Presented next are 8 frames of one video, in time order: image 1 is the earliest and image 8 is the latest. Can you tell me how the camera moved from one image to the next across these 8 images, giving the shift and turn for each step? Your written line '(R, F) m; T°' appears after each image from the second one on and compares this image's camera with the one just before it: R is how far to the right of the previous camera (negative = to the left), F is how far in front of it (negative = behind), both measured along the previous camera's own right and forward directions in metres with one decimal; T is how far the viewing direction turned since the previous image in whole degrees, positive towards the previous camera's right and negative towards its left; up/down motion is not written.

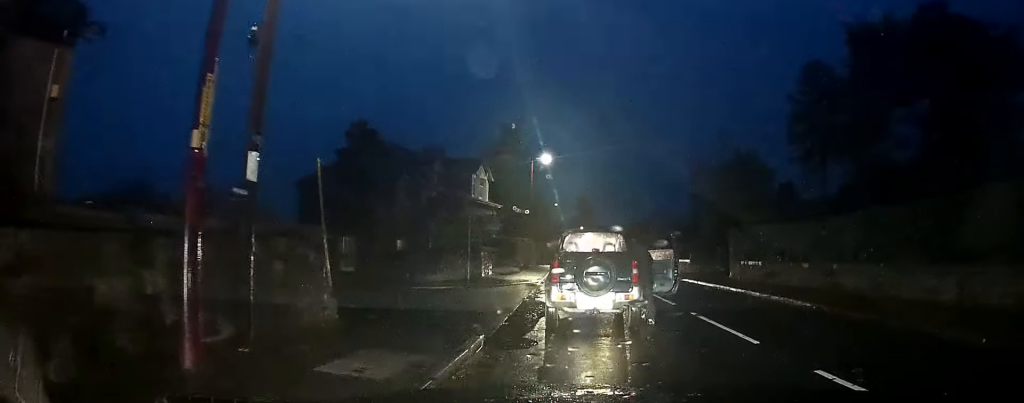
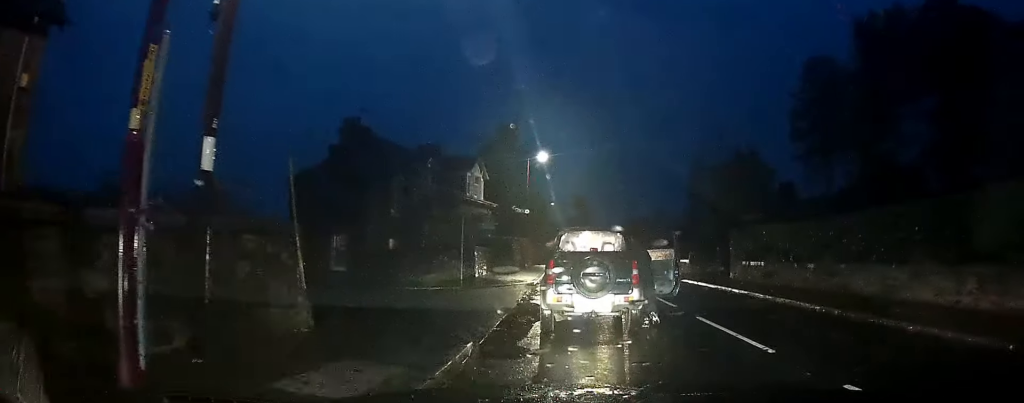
(0.0, +1.2) m; +1°
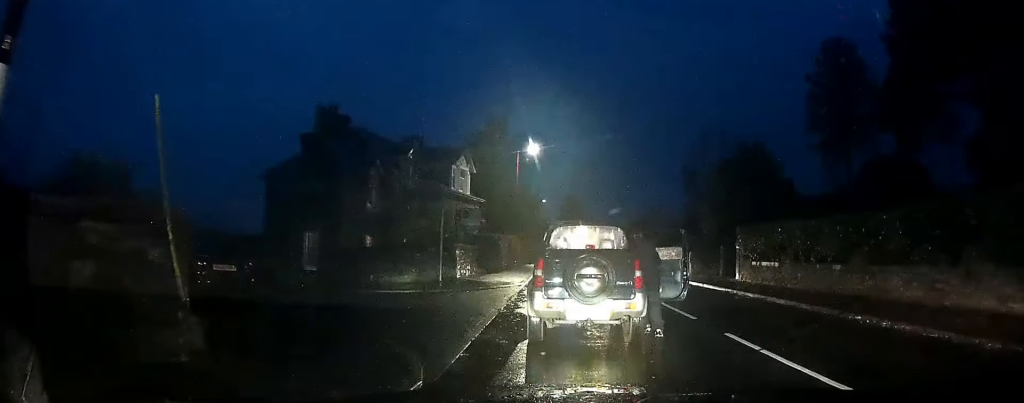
(+0.4, +3.4) m; +4°
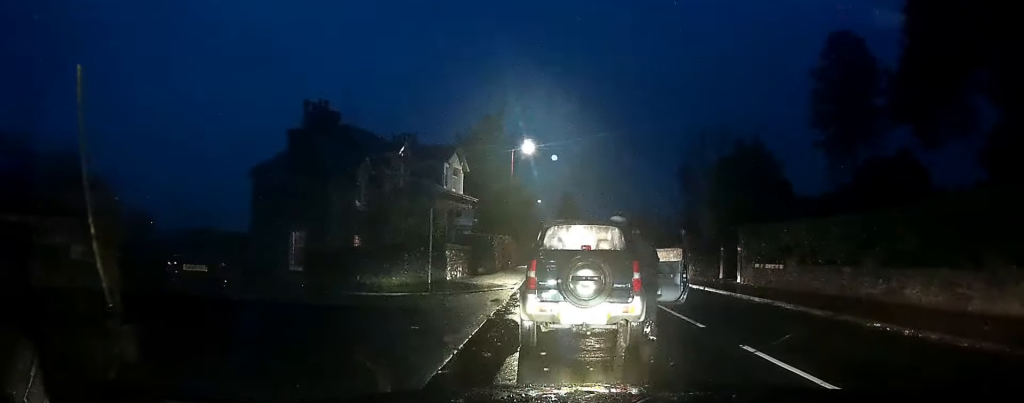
(+0.1, +1.3) m; +2°
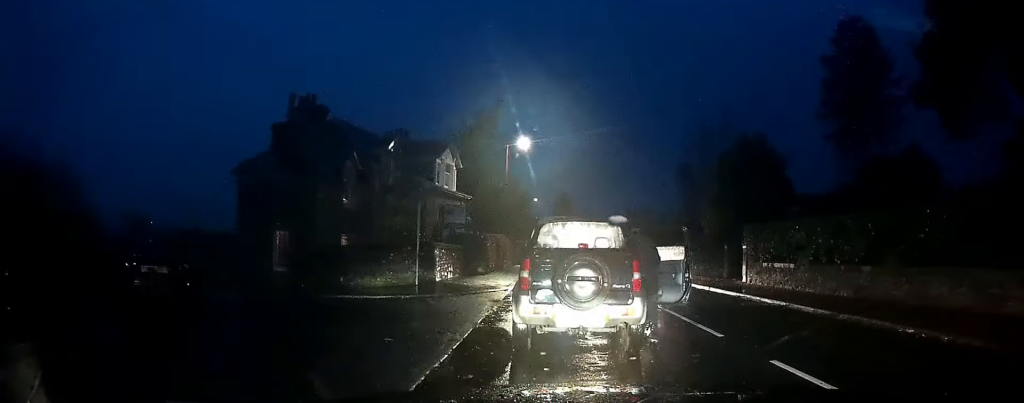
(+0.1, +1.9) m; 0°
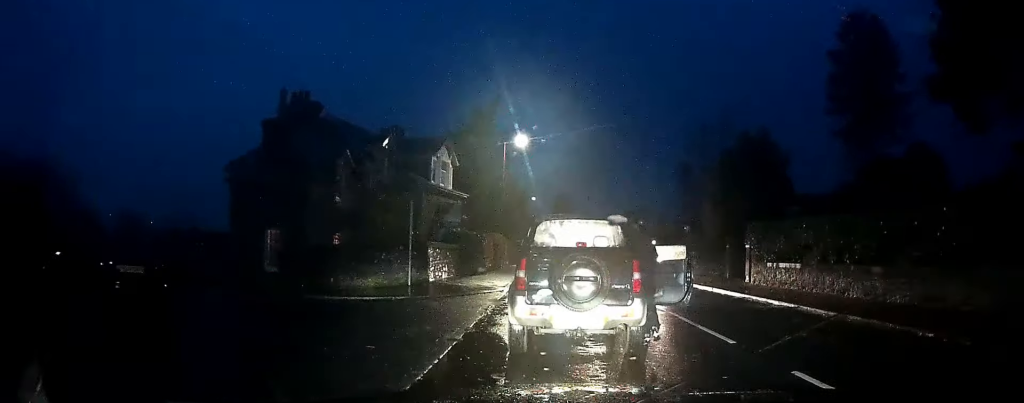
(0.0, +1.1) m; 0°
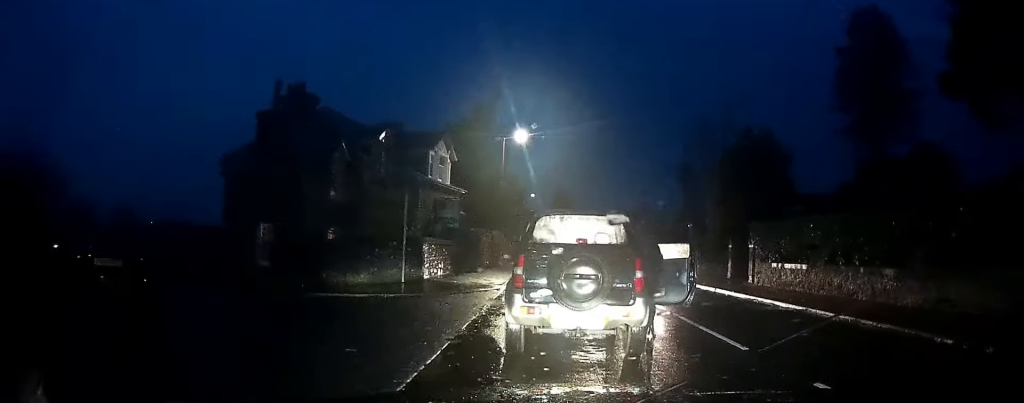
(0.0, +0.8) m; 0°
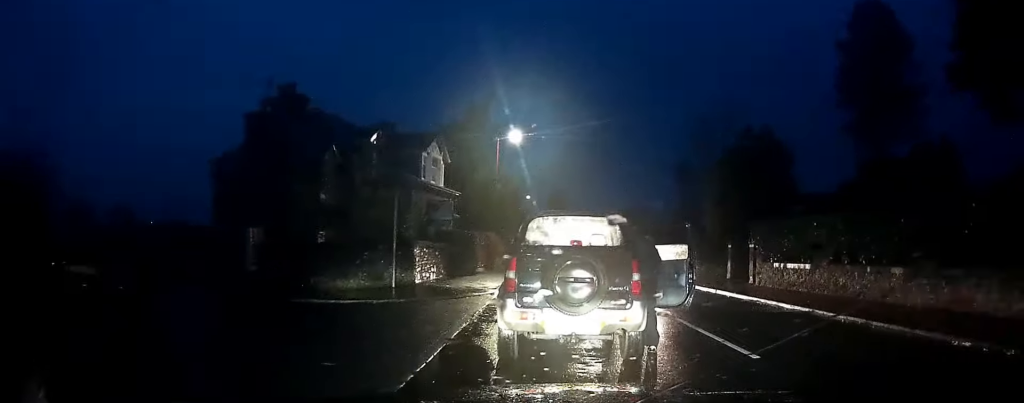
(0.0, +0.7) m; 0°
